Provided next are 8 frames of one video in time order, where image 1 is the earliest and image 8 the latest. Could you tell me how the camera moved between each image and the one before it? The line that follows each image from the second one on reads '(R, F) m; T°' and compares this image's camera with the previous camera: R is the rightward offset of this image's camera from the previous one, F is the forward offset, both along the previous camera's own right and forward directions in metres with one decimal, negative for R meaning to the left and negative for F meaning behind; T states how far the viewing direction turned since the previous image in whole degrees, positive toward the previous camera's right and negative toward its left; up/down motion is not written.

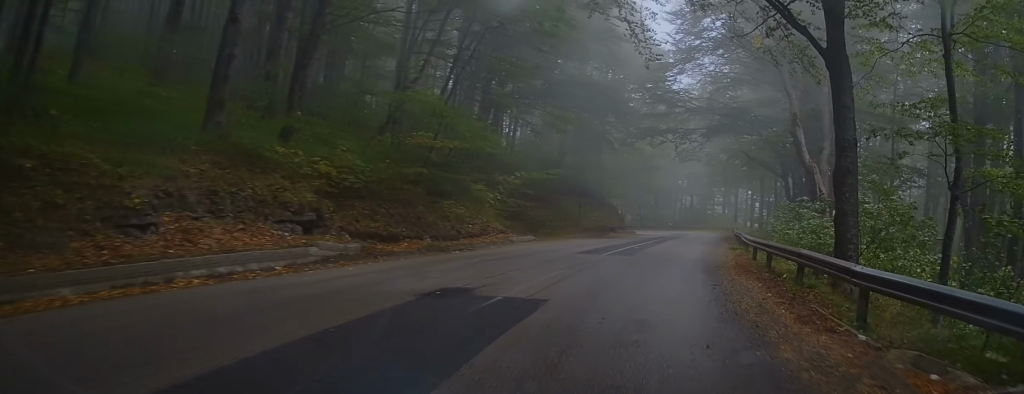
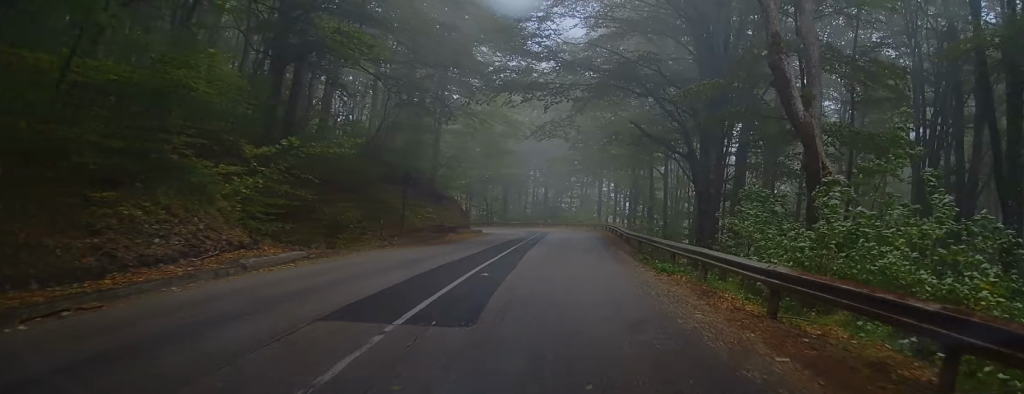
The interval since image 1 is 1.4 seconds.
(+1.3, +11.2) m; +9°
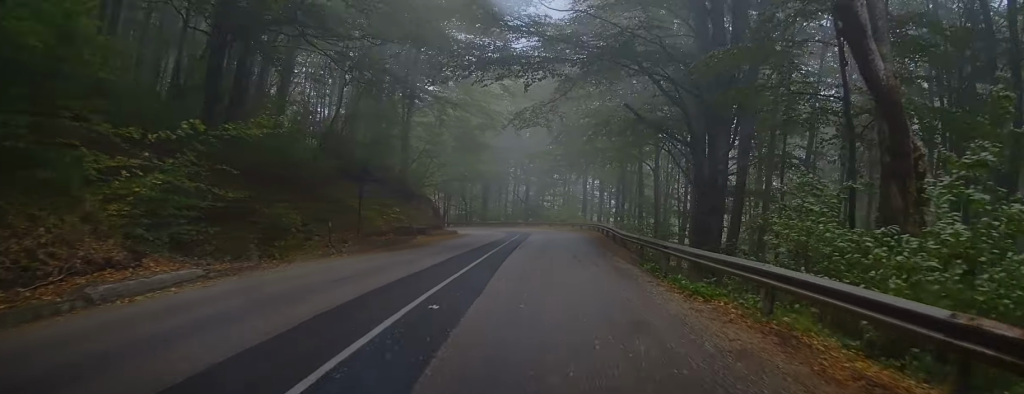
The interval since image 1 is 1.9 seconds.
(0.0, +3.9) m; +2°
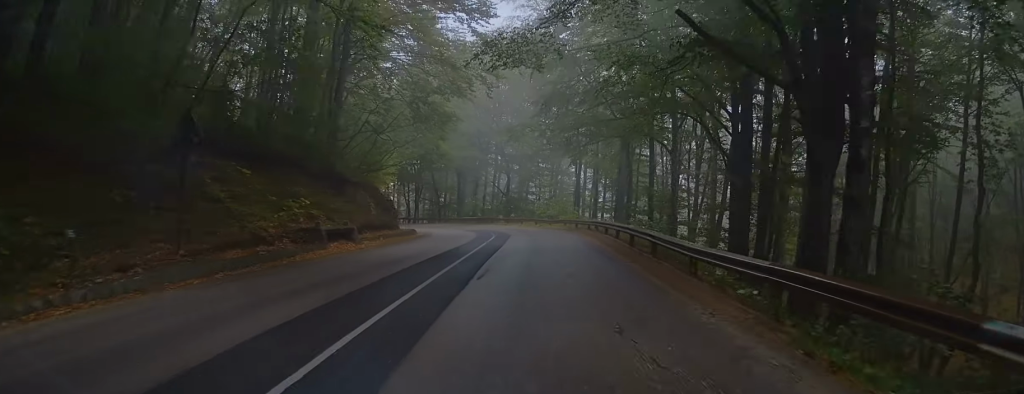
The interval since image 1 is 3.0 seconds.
(+0.3, +11.5) m; -3°
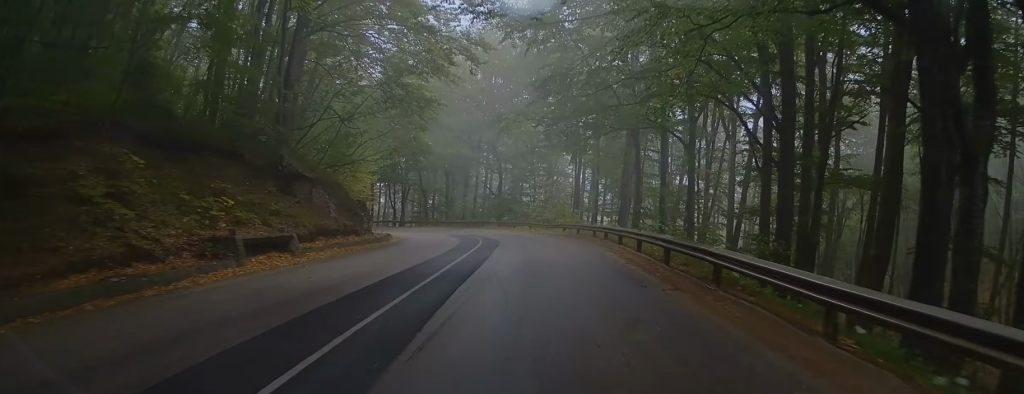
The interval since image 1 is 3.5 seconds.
(-0.4, +5.7) m; -1°
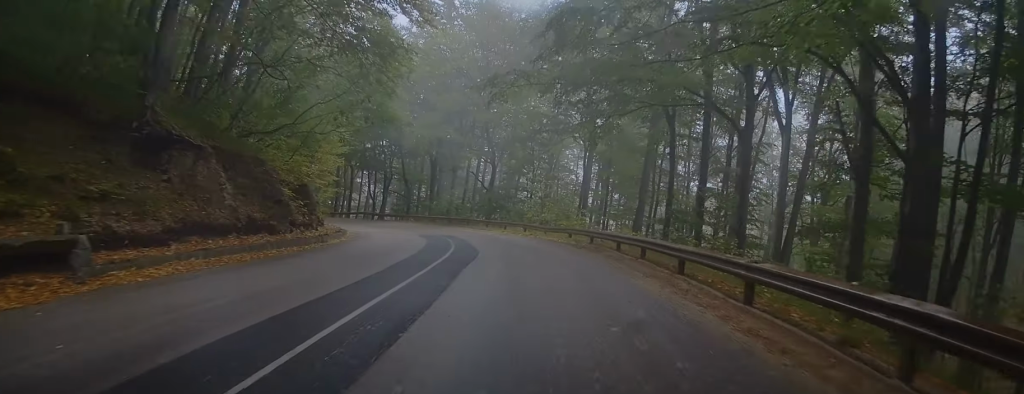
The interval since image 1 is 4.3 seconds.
(-0.2, +8.9) m; -1°
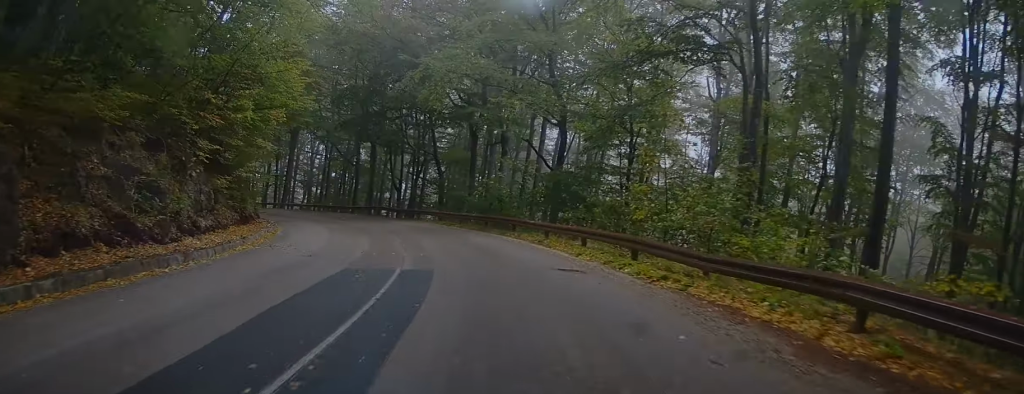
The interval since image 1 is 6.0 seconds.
(-0.1, +20.6) m; -7°
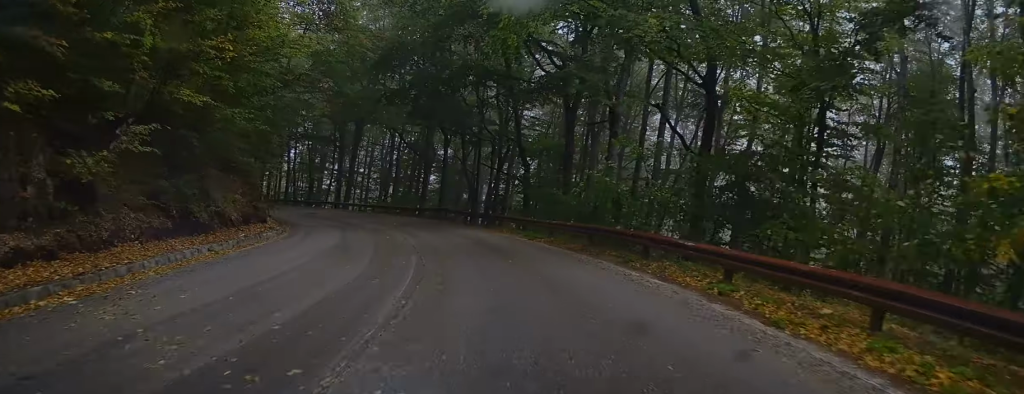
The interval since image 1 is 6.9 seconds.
(-1.2, +11.4) m; -5°
